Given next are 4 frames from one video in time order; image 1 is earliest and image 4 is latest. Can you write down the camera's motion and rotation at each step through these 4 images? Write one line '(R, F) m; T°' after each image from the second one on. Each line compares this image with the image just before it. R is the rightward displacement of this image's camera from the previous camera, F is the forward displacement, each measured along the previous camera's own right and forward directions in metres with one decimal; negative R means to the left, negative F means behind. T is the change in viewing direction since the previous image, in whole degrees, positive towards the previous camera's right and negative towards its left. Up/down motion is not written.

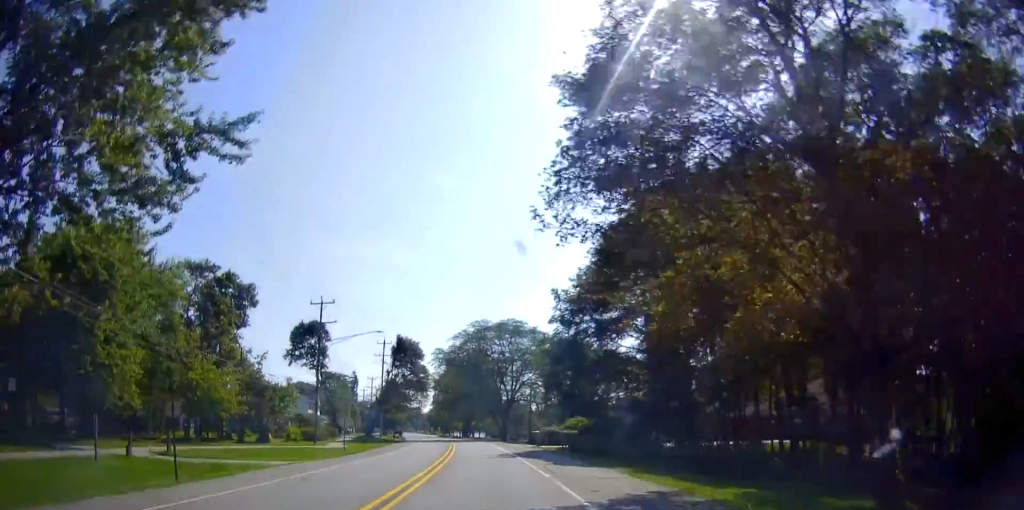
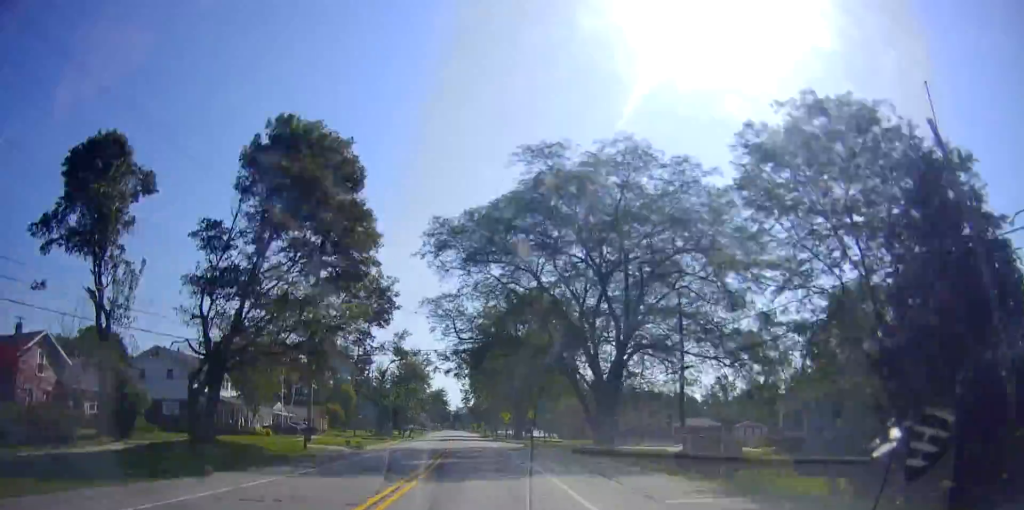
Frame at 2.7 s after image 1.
(-2.4, +56.7) m; -4°
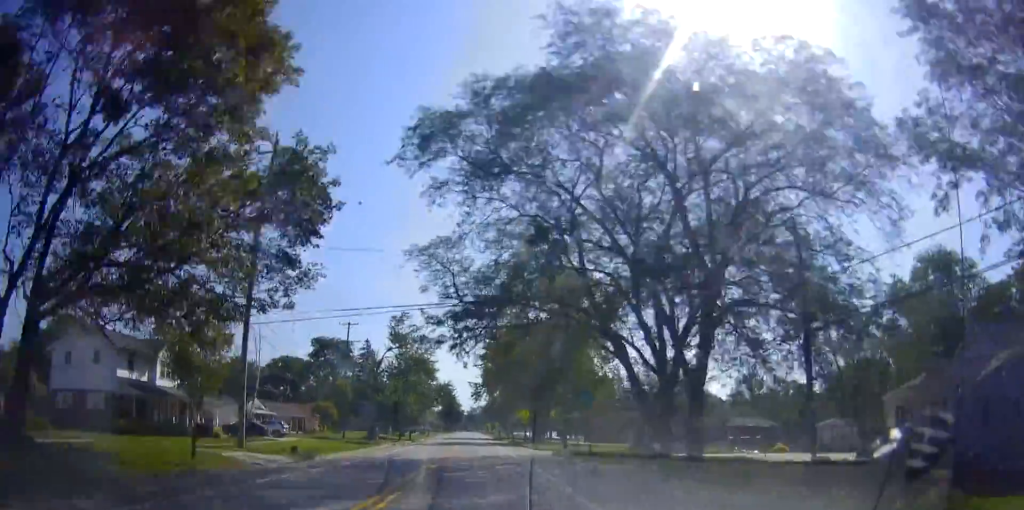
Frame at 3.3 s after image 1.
(-0.2, +13.3) m; -1°
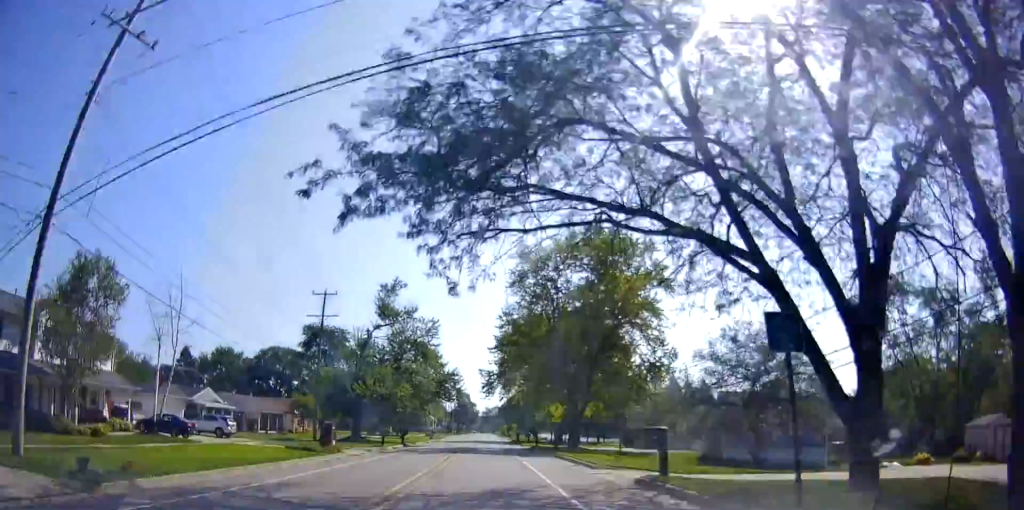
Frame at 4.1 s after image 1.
(+0.1, +16.2) m; -2°
